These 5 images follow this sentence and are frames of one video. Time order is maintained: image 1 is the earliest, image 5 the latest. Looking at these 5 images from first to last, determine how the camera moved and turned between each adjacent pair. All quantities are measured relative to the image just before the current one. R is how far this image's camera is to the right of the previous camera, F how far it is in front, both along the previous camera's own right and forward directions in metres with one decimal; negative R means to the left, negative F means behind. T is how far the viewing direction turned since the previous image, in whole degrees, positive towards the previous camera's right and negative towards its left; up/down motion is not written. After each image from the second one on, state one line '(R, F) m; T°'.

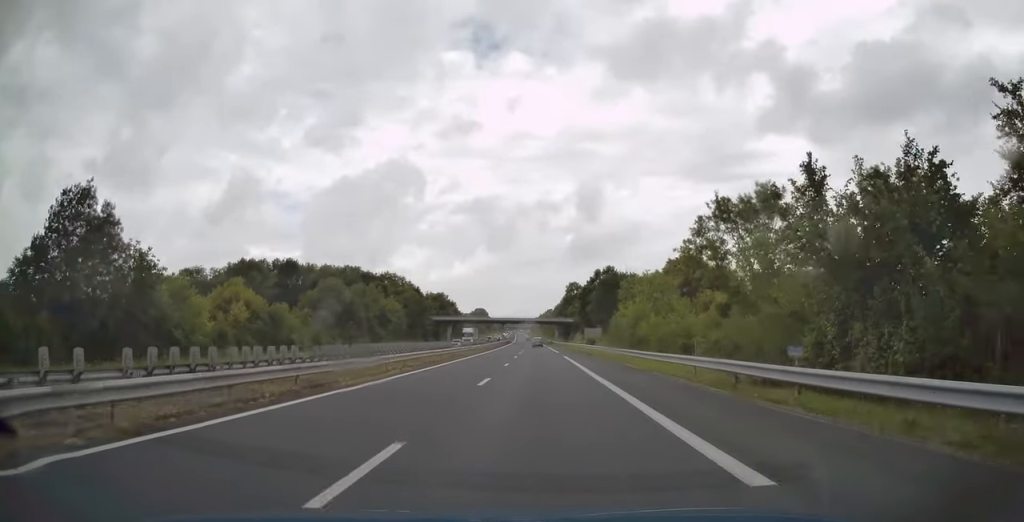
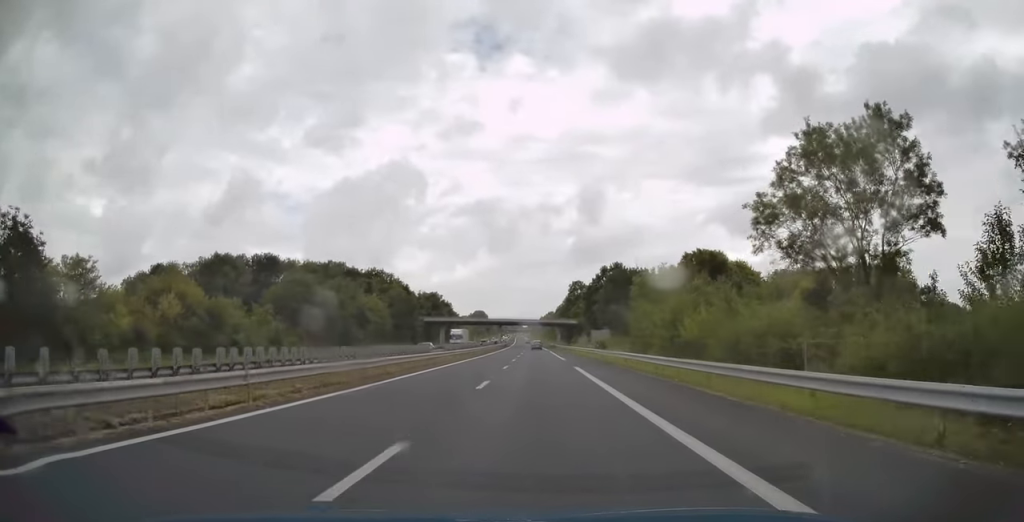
(0.0, +12.9) m; 0°
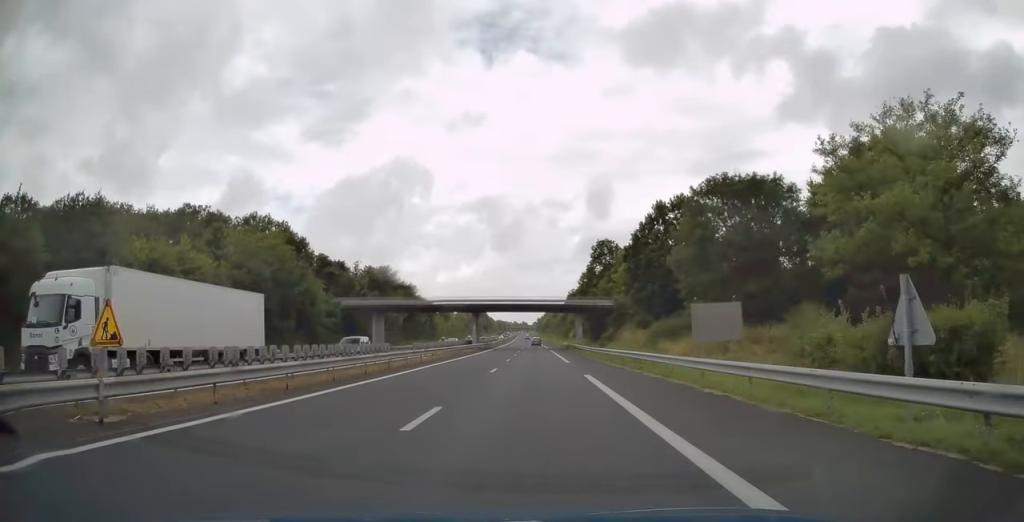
(-0.2, +61.1) m; -1°
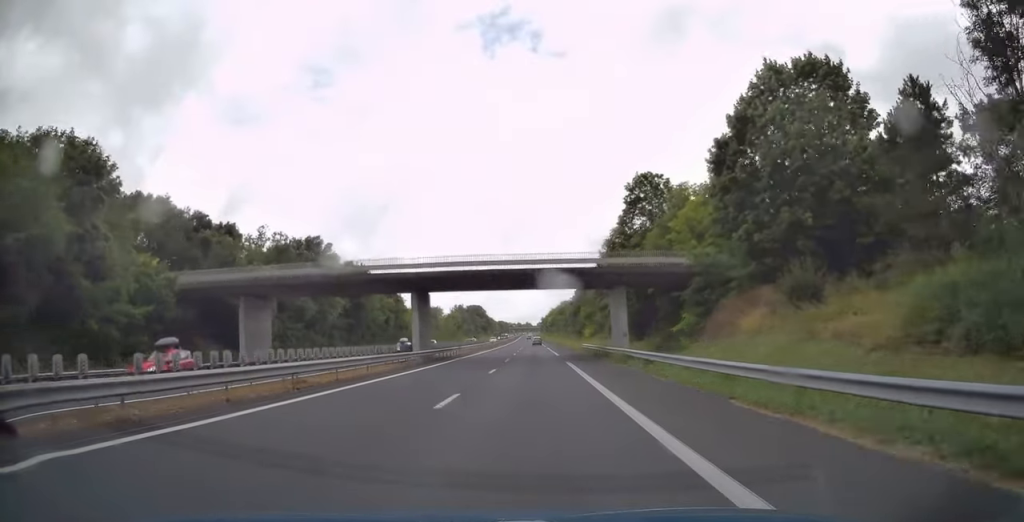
(-0.3, +39.1) m; -1°
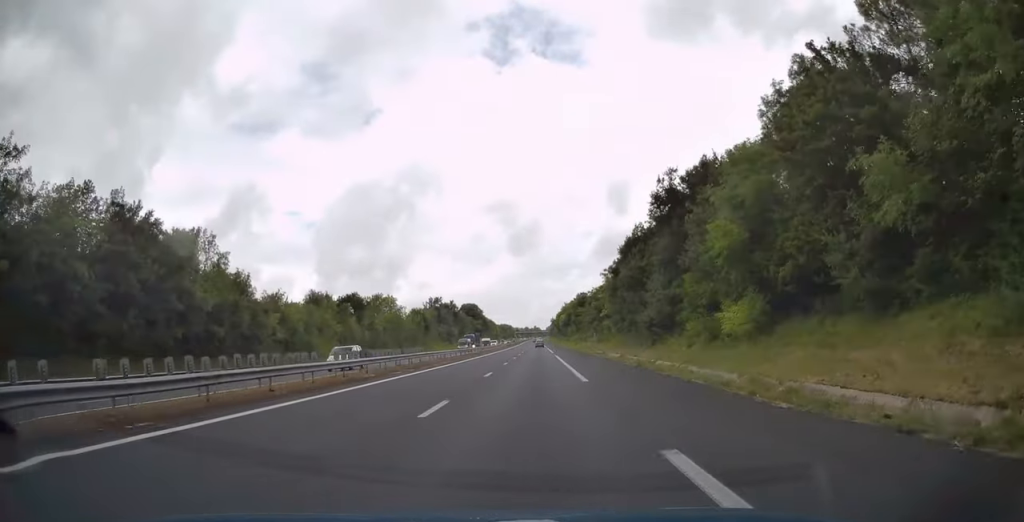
(-0.2, +79.2) m; -1°
